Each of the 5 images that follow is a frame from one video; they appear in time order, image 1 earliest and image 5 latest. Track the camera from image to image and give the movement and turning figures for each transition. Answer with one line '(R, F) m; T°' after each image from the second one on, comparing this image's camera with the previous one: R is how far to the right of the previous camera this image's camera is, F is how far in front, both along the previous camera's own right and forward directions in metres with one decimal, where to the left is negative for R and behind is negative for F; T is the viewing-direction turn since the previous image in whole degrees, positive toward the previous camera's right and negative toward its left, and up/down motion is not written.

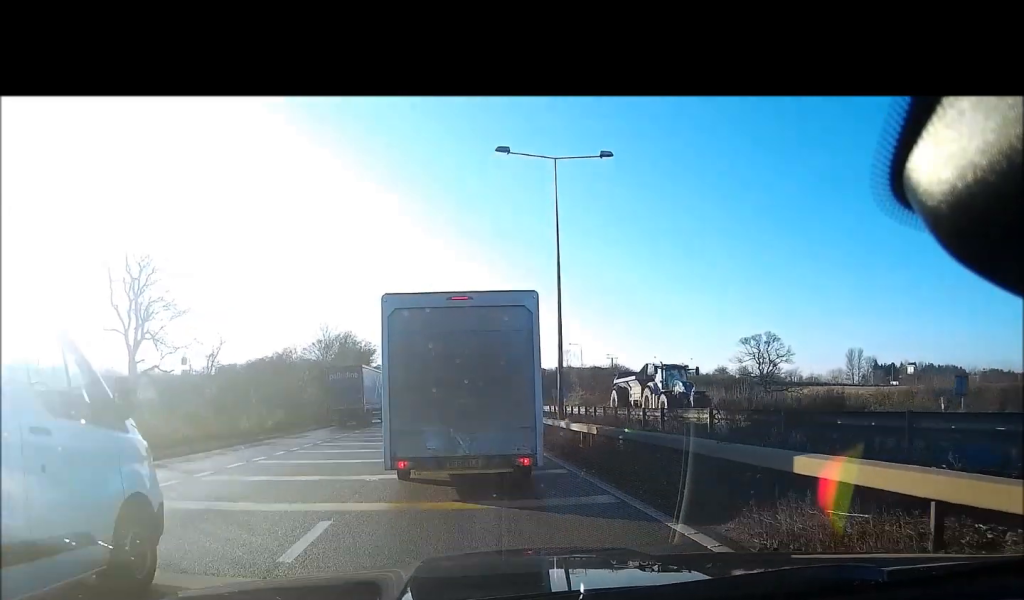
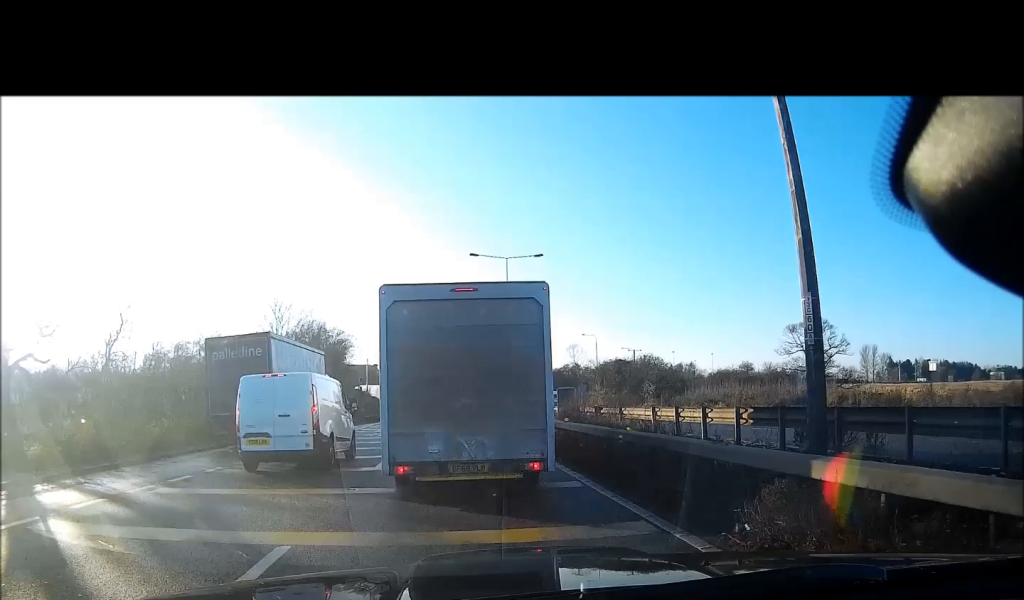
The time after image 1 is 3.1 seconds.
(+0.6, +21.3) m; -2°
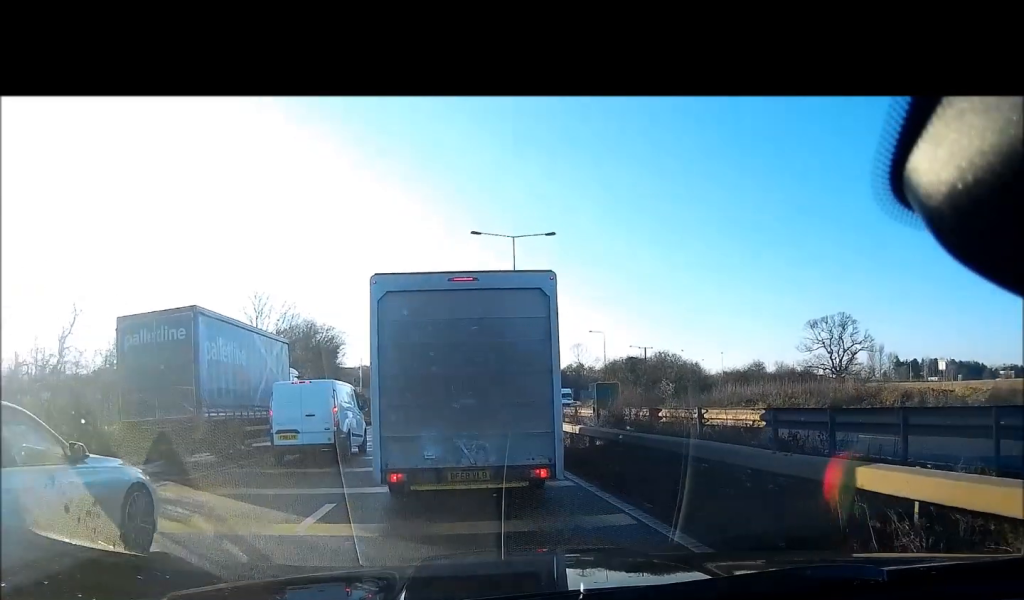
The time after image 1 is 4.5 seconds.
(-0.4, +6.4) m; +1°
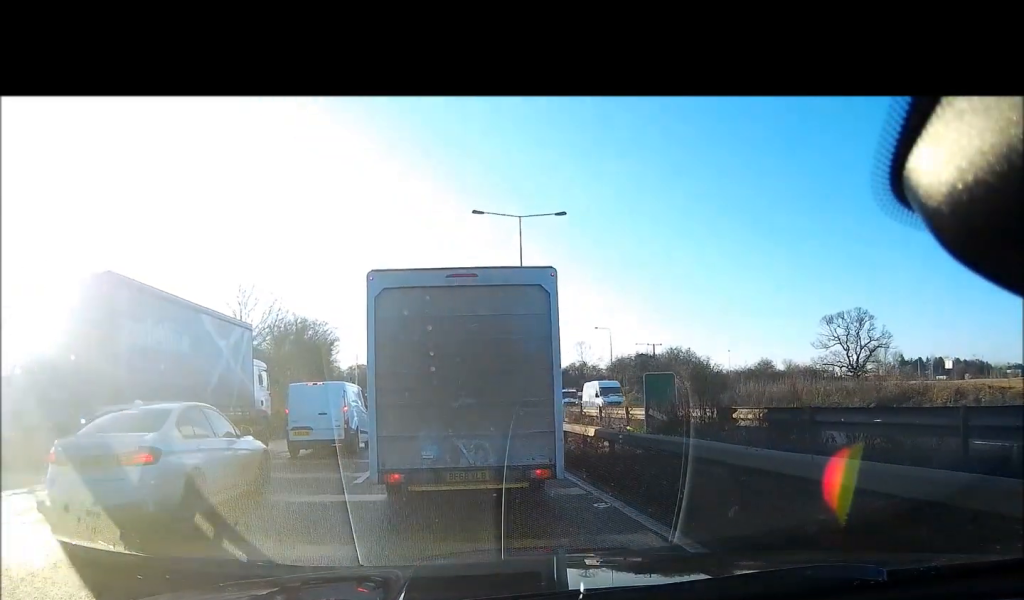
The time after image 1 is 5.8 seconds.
(+0.4, +4.4) m; +1°
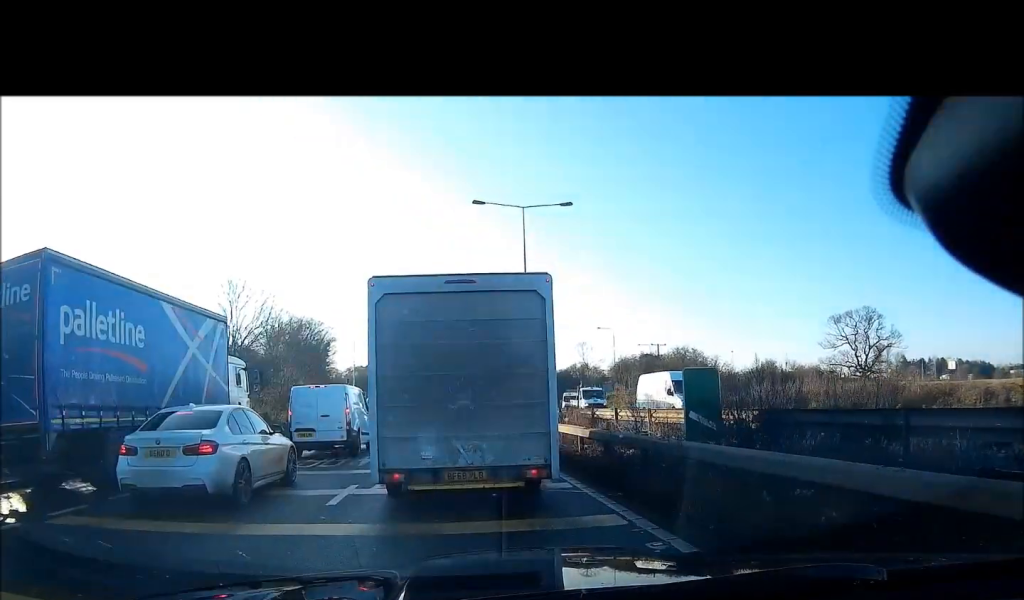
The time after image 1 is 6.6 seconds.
(-0.4, +1.8) m; -2°
